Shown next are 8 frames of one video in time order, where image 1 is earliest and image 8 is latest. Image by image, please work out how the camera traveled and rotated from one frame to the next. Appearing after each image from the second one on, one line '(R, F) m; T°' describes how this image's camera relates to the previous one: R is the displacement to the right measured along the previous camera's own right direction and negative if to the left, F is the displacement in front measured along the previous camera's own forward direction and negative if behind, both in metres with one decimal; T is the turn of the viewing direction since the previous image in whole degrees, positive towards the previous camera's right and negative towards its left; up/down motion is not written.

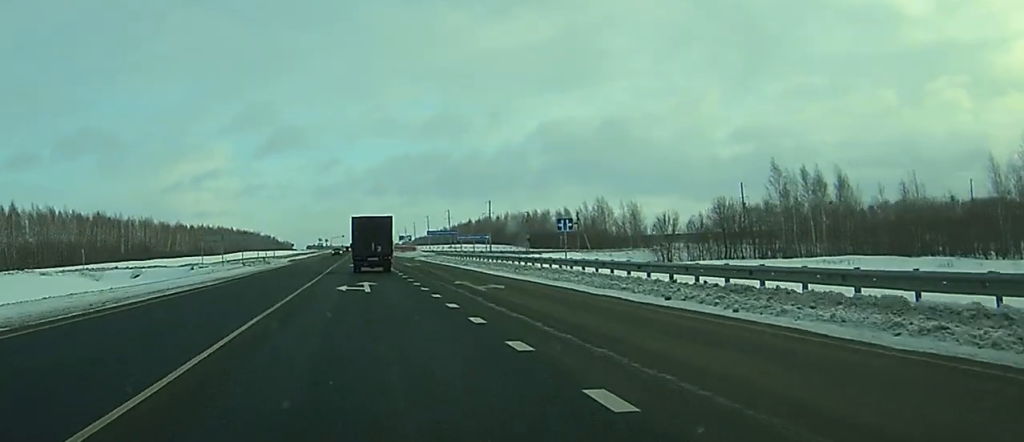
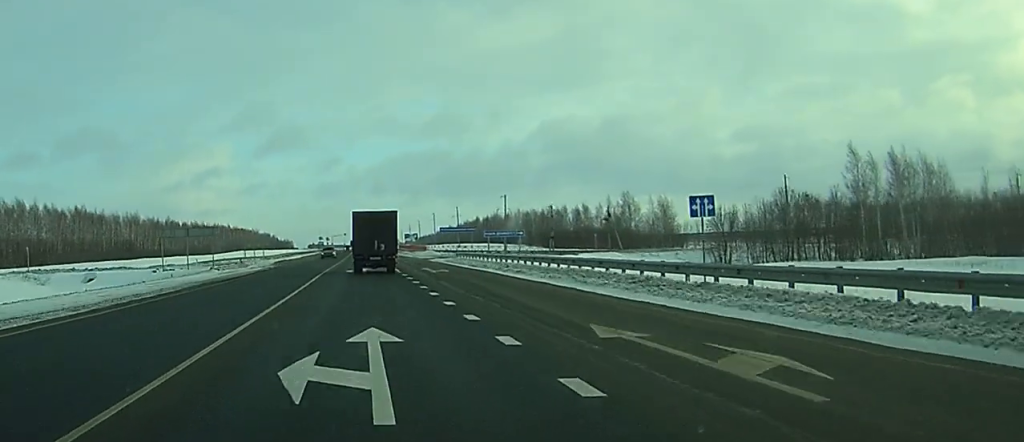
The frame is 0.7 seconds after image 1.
(+0.1, +19.8) m; 0°
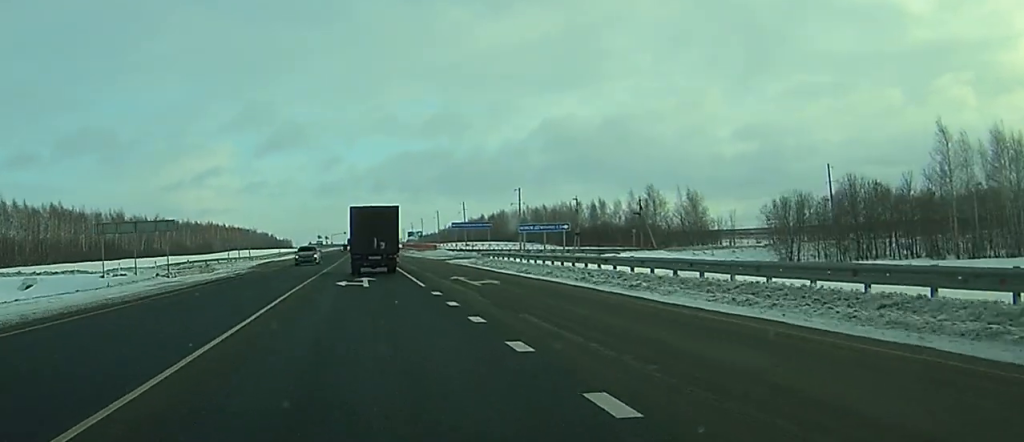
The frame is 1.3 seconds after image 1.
(+0.1, +17.5) m; 0°
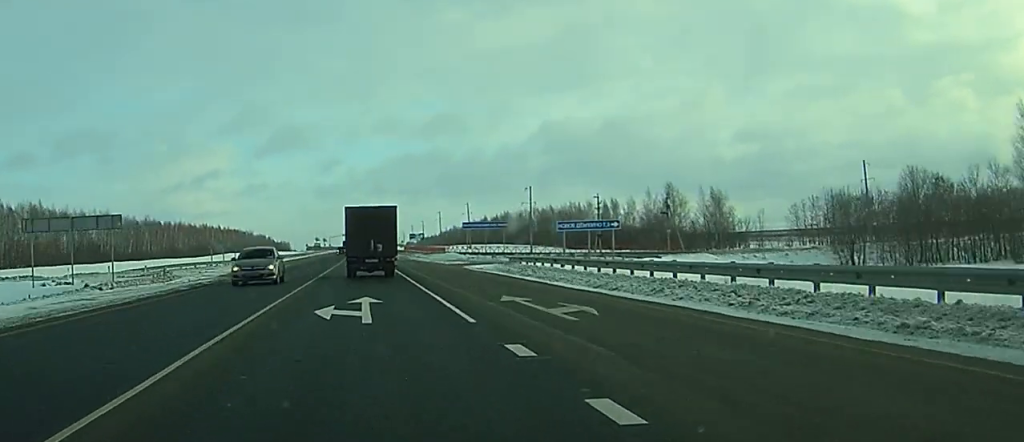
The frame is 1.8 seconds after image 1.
(+0.1, +12.7) m; 0°
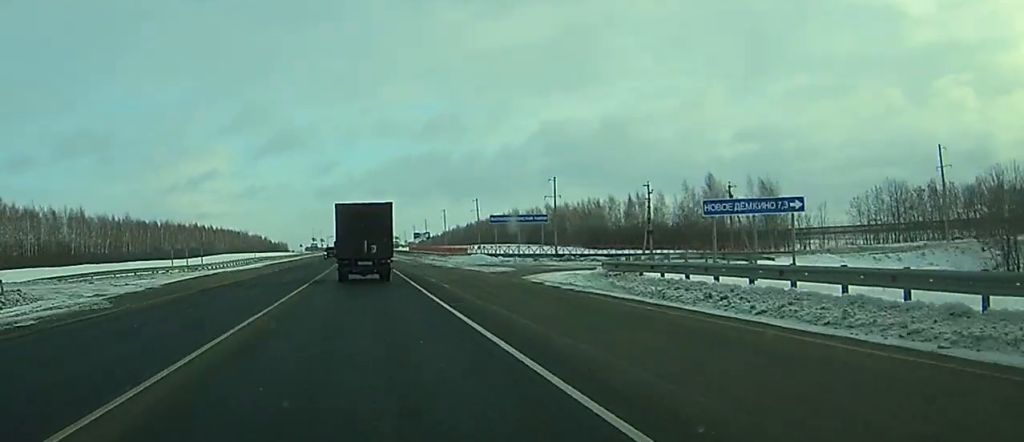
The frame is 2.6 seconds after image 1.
(-0.1, +21.9) m; 0°
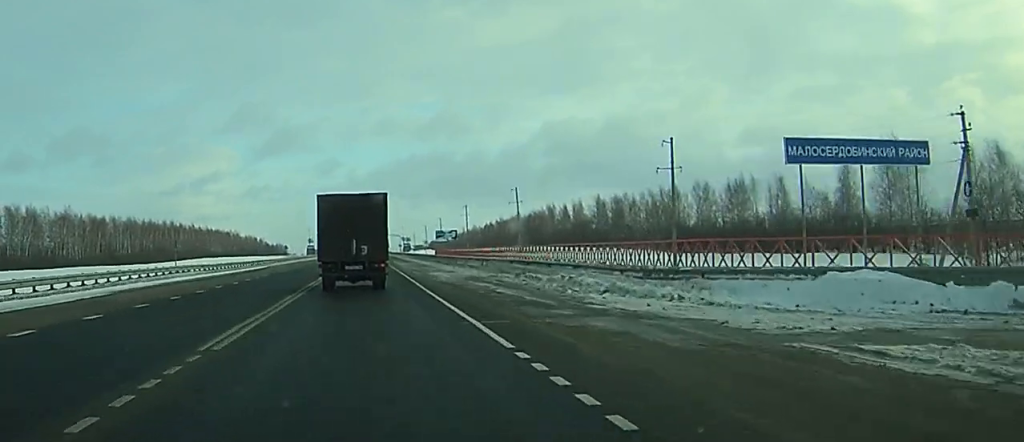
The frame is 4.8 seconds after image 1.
(-0.3, +55.0) m; 0°
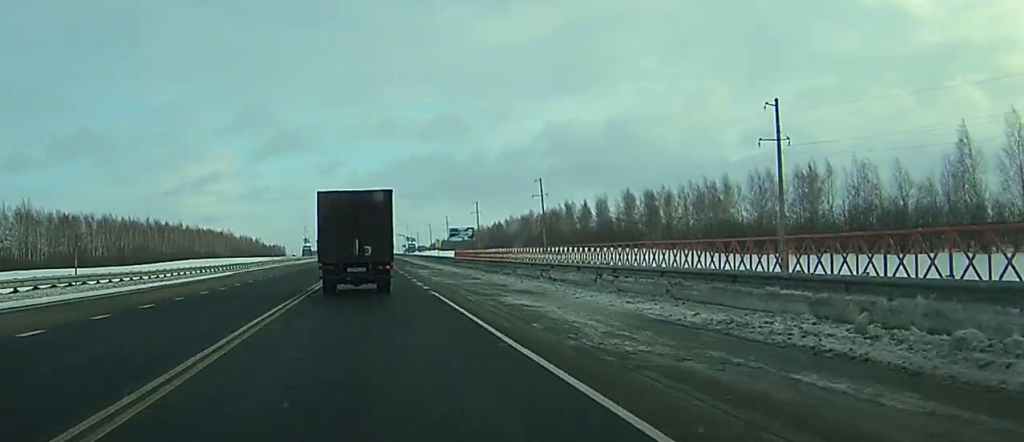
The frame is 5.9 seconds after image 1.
(+0.1, +24.4) m; 0°
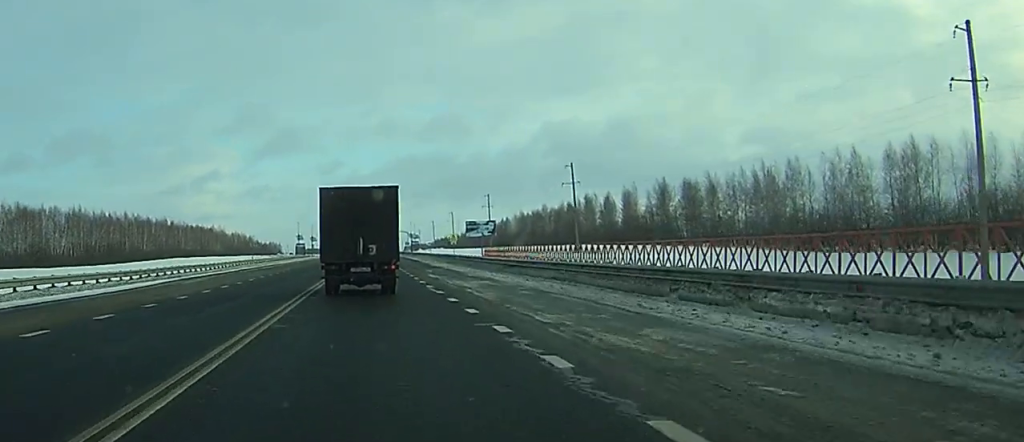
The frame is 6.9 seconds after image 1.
(-0.1, +24.4) m; 0°
